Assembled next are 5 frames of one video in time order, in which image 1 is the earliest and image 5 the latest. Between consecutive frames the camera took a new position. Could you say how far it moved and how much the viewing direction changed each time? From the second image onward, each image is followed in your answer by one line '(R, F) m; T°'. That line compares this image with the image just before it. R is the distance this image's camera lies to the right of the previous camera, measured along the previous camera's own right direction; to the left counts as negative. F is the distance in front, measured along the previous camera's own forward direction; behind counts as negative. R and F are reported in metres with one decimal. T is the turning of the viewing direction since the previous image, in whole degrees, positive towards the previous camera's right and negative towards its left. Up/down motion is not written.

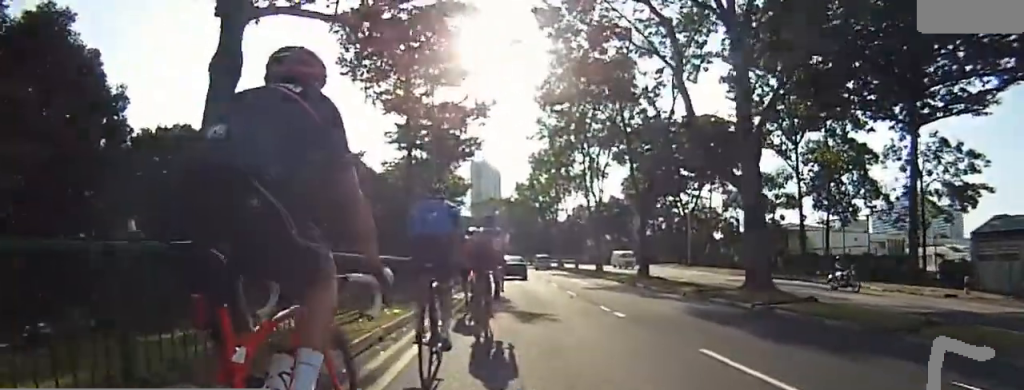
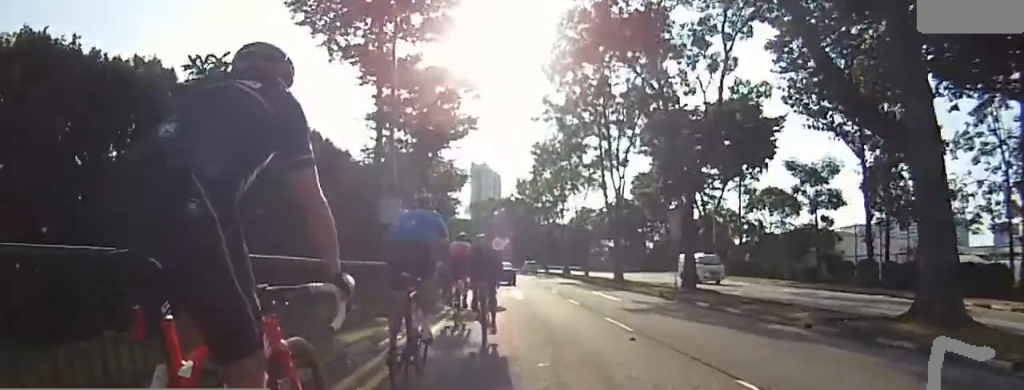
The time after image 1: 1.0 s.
(0.0, +7.5) m; 0°
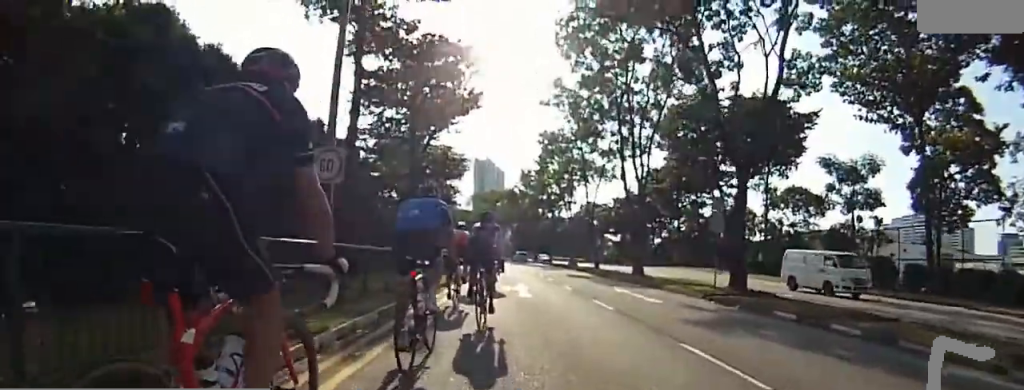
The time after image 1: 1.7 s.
(0.0, +4.9) m; +2°
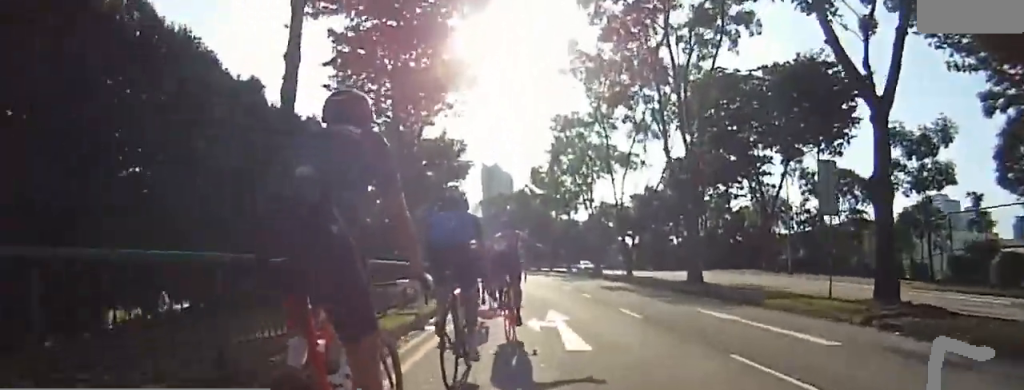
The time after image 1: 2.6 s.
(+0.3, +7.1) m; +2°
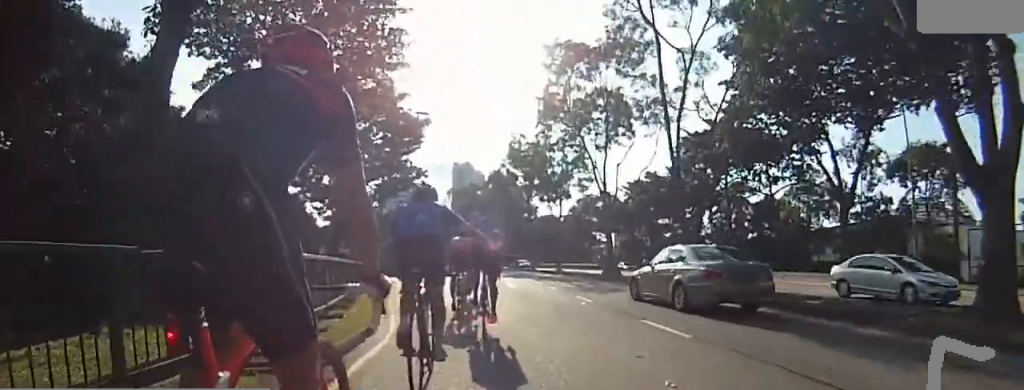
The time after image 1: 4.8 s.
(+1.3, +15.5) m; +7°
